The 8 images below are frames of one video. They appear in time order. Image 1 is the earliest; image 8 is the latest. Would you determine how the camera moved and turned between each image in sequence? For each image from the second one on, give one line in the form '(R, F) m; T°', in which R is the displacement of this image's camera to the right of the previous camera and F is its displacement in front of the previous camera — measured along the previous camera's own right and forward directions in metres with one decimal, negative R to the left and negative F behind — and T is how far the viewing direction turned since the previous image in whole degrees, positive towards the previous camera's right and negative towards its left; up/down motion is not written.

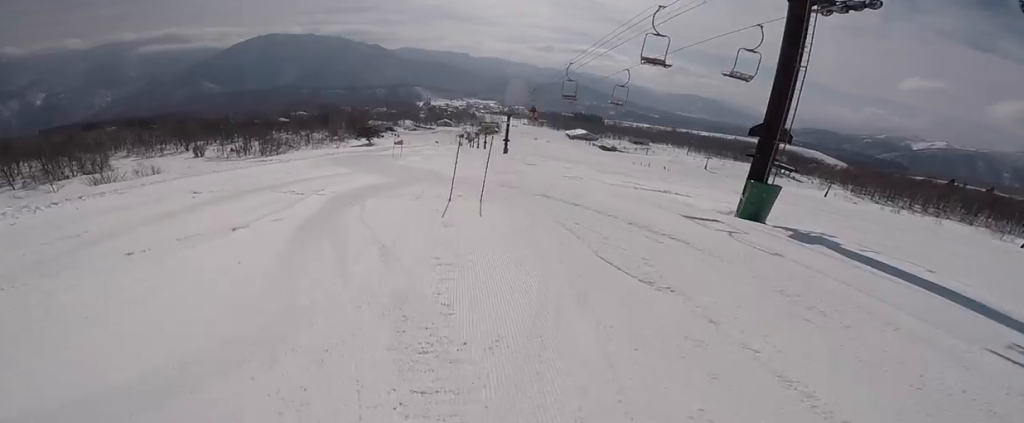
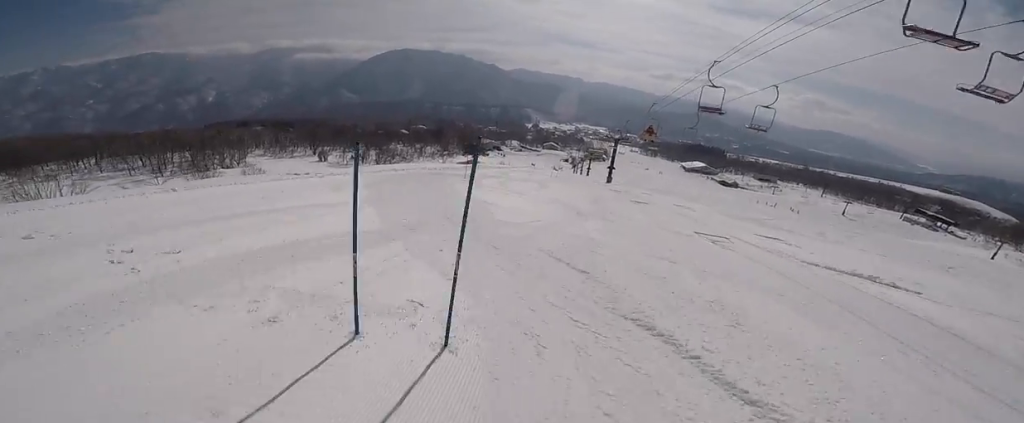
(-0.3, +6.3) m; -15°
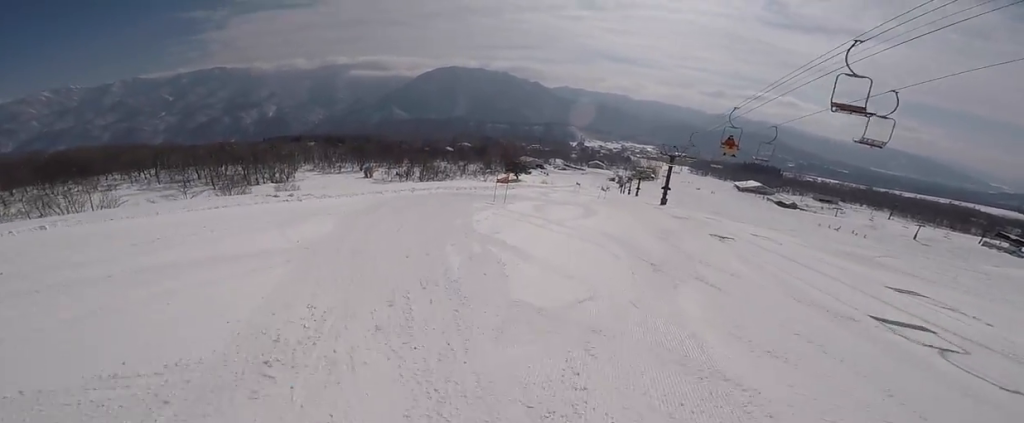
(-0.9, +5.0) m; -13°
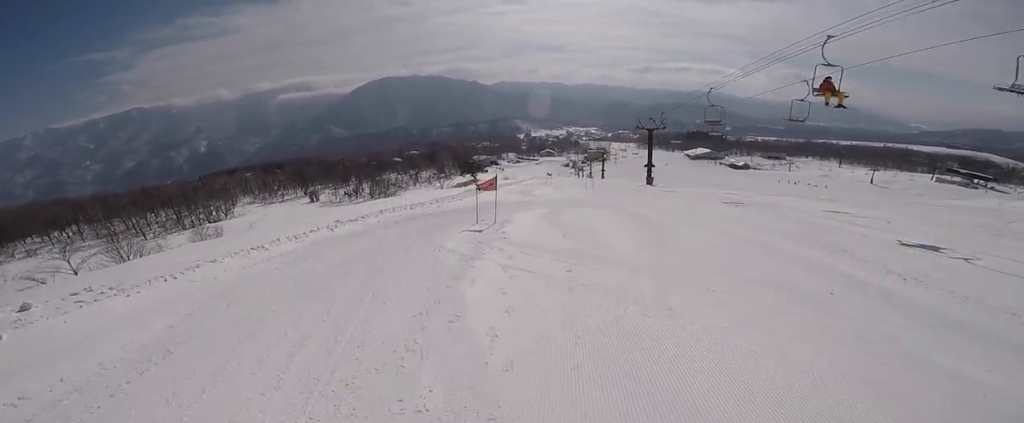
(-1.5, +8.9) m; 0°
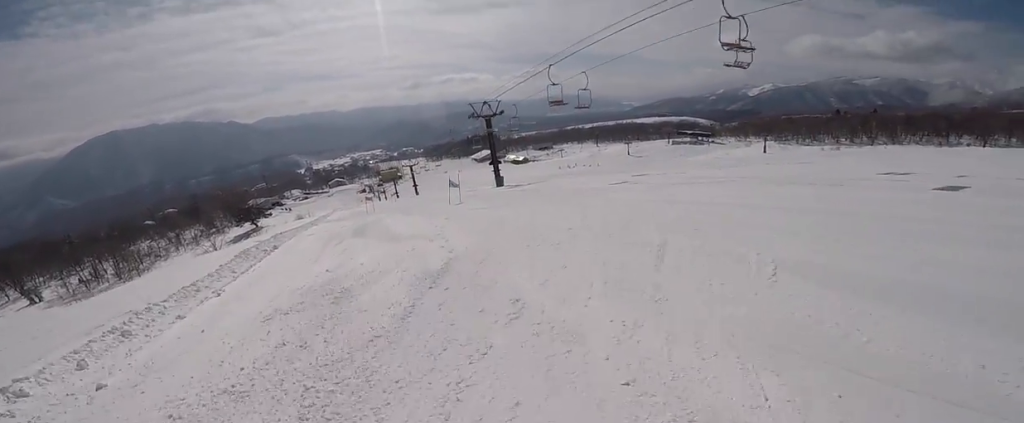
(+3.3, +14.0) m; +23°
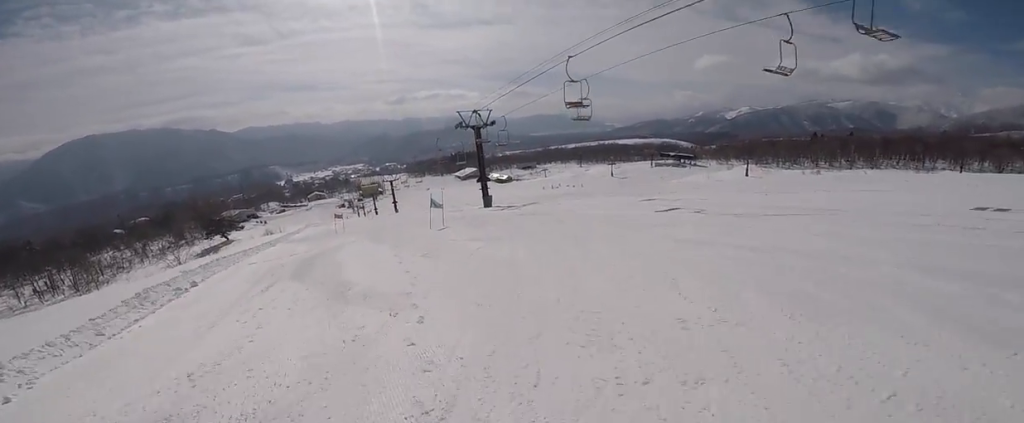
(-0.1, +4.4) m; +6°
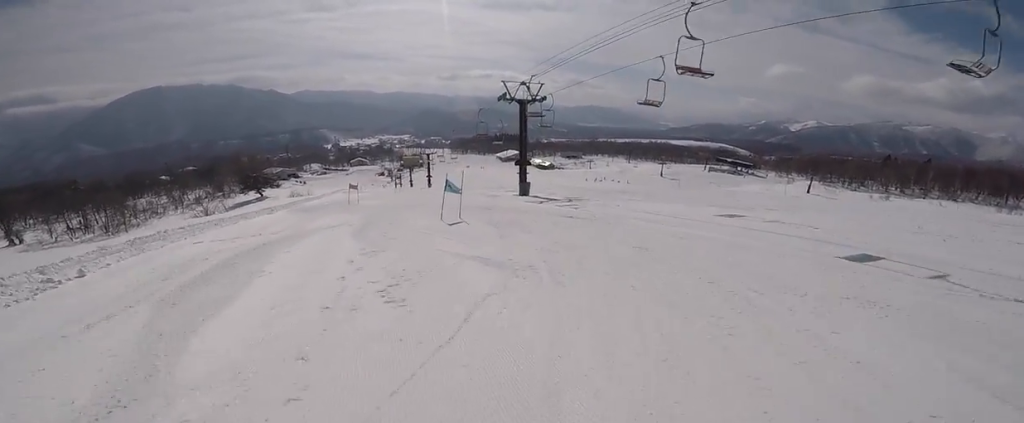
(+0.9, +5.3) m; +6°
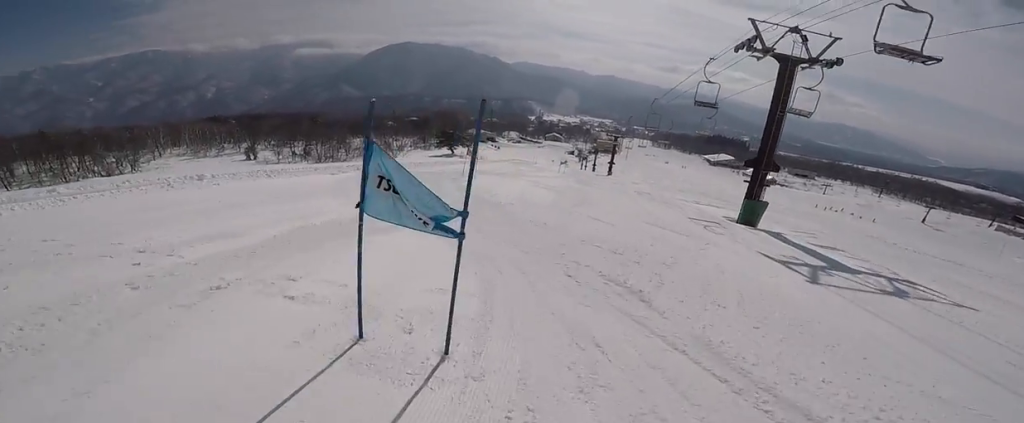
(+0.5, +12.0) m; -15°
